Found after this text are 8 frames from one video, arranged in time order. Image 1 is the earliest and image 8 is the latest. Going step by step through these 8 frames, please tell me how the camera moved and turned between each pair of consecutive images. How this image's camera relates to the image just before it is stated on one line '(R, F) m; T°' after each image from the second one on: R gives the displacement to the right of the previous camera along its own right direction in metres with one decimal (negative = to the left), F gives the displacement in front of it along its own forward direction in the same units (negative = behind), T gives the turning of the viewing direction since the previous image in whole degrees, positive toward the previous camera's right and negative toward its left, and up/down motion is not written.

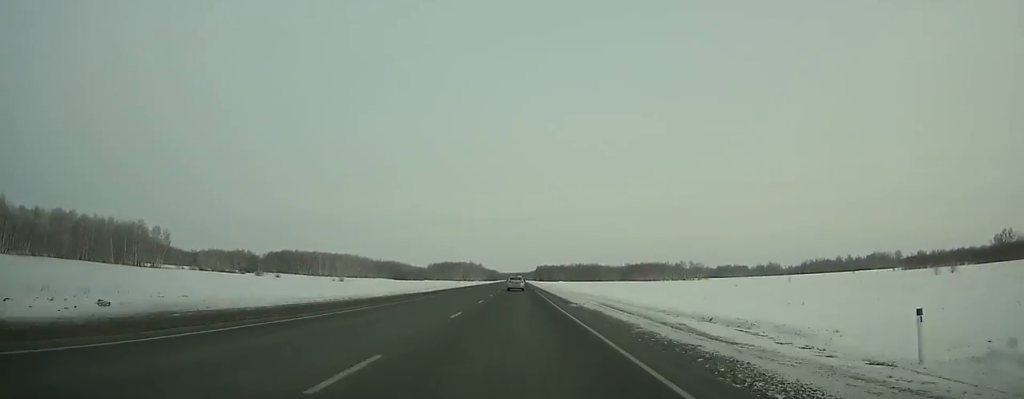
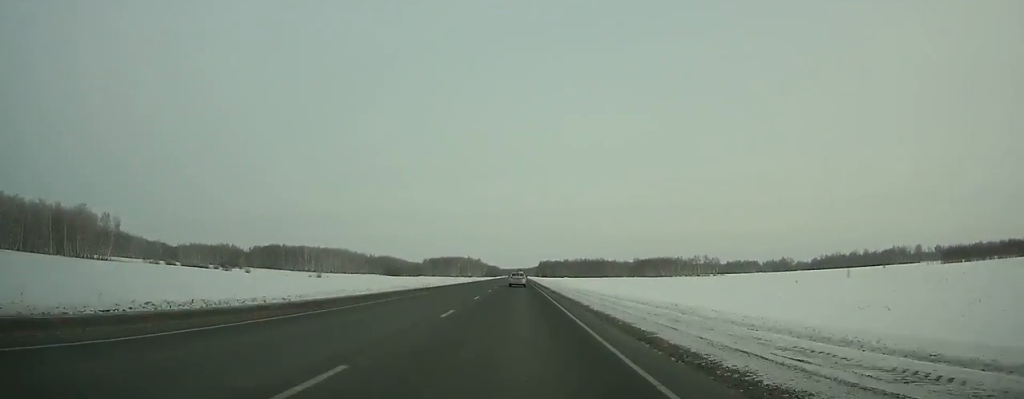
(0.0, +37.4) m; 0°
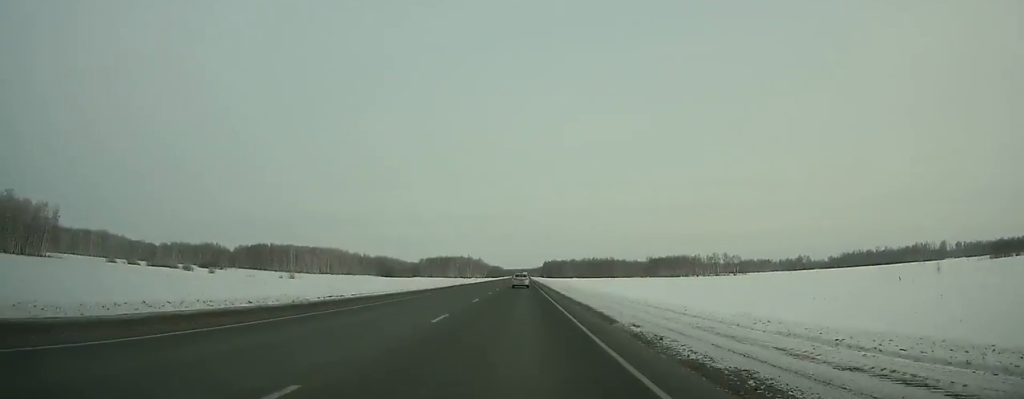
(0.0, +37.3) m; 0°
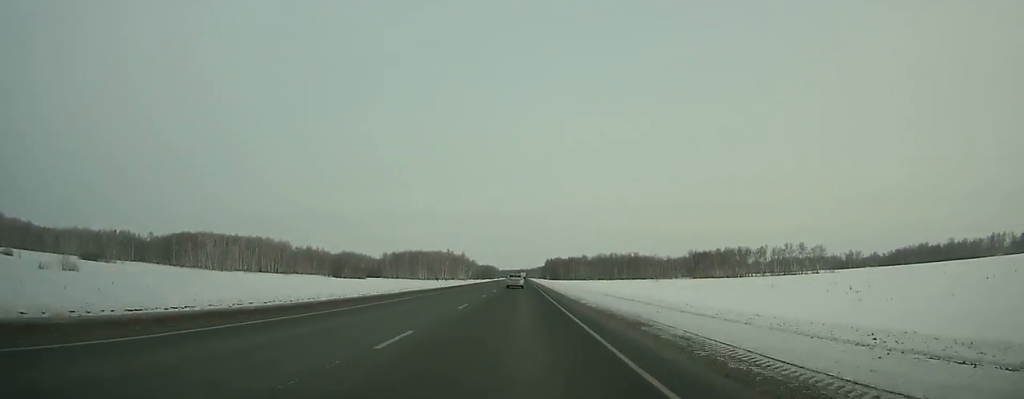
(-0.3, +126.1) m; 0°
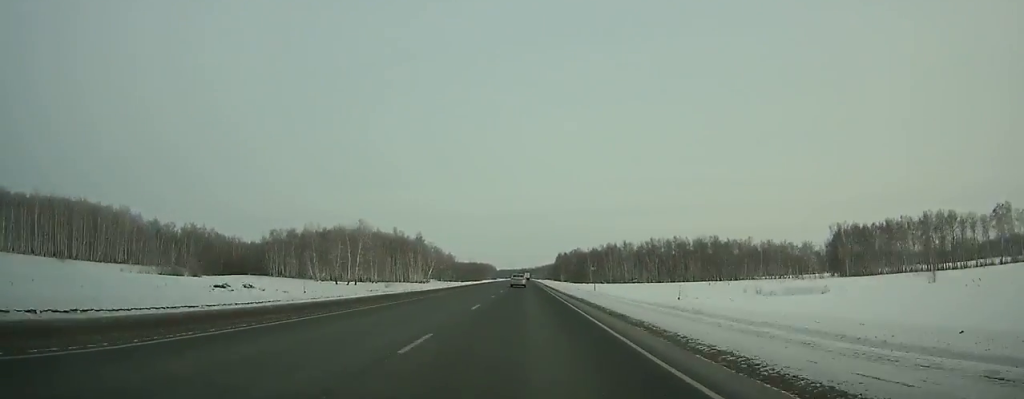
(-0.1, +171.2) m; 0°
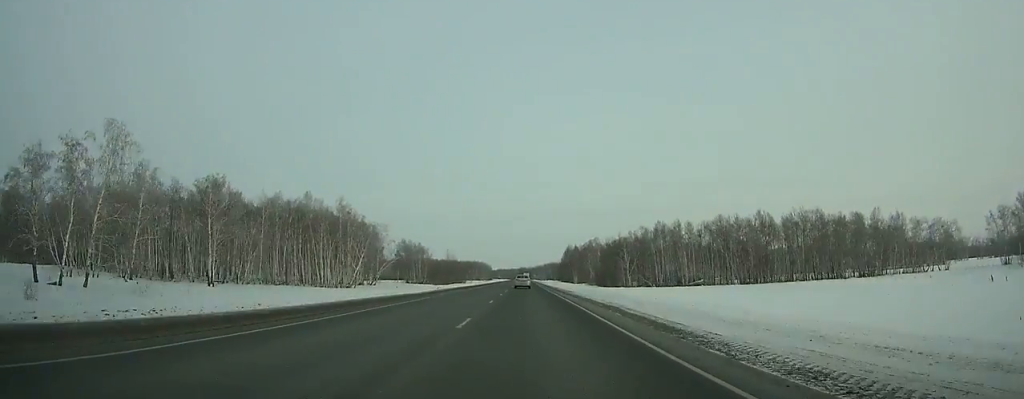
(+0.2, +91.0) m; 0°
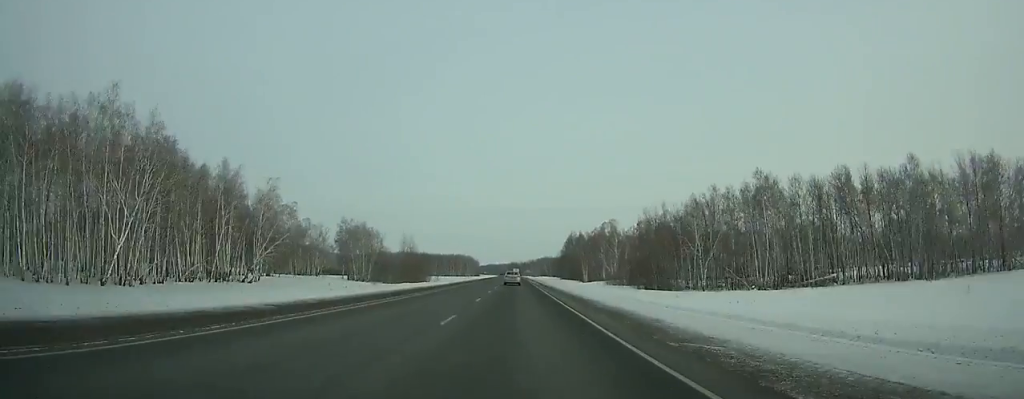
(+0.2, +70.5) m; 0°
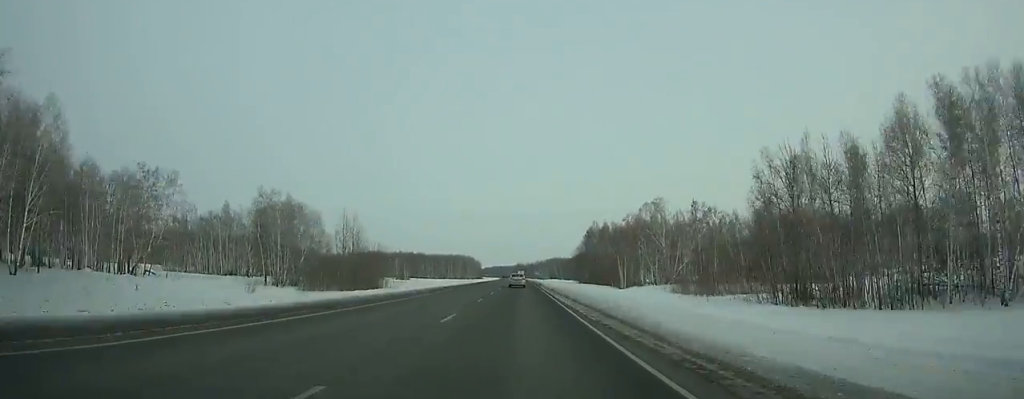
(0.0, +58.4) m; 0°
